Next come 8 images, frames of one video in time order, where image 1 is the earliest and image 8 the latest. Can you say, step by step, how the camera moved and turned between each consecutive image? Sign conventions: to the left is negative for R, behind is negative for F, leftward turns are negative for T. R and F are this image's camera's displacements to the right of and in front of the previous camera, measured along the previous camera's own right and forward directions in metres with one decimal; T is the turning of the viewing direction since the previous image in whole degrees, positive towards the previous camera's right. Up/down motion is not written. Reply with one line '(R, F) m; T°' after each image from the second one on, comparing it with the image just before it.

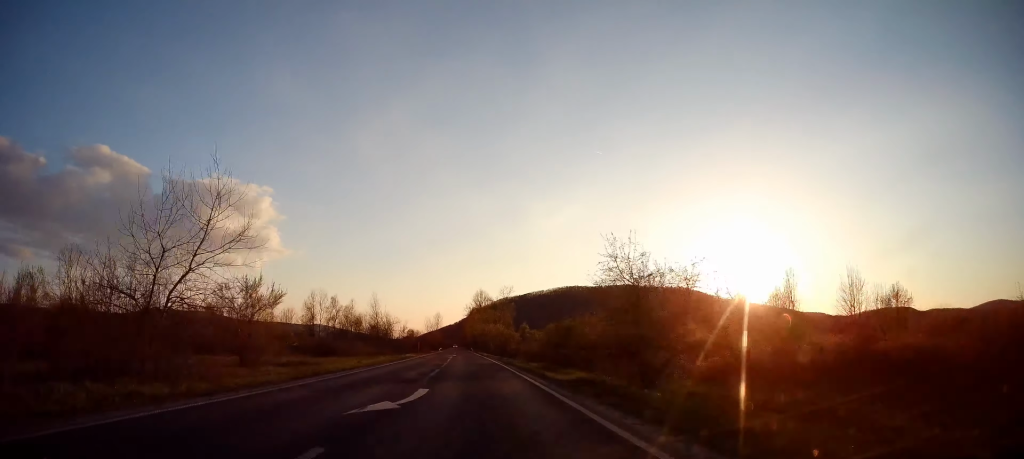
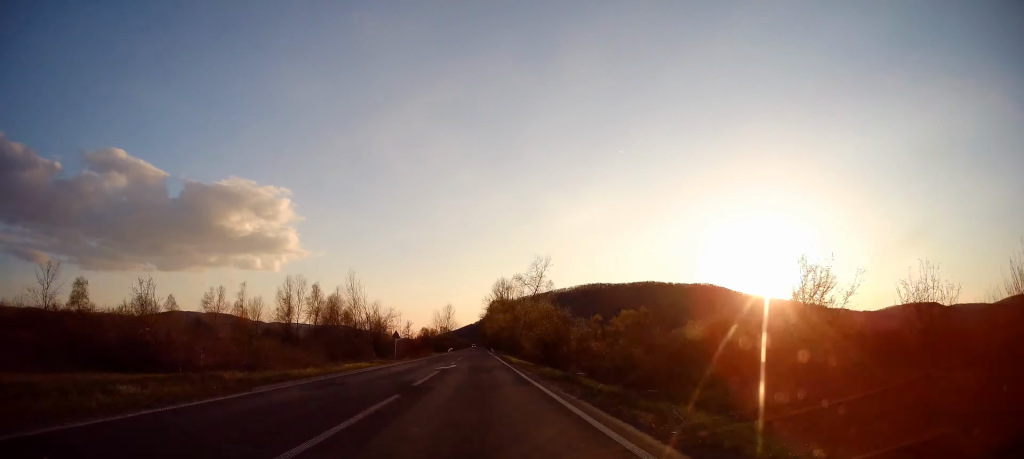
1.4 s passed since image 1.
(-0.7, +37.8) m; -3°
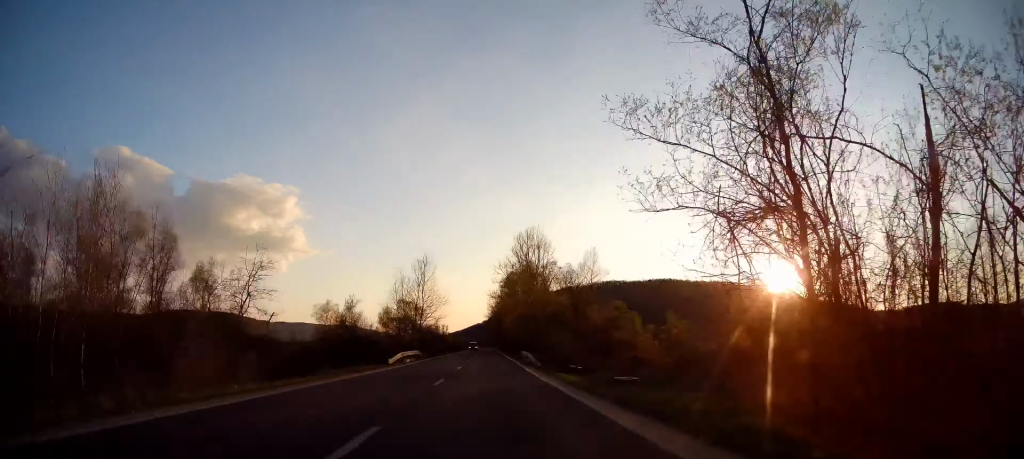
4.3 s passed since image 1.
(-1.2, +79.3) m; -1°
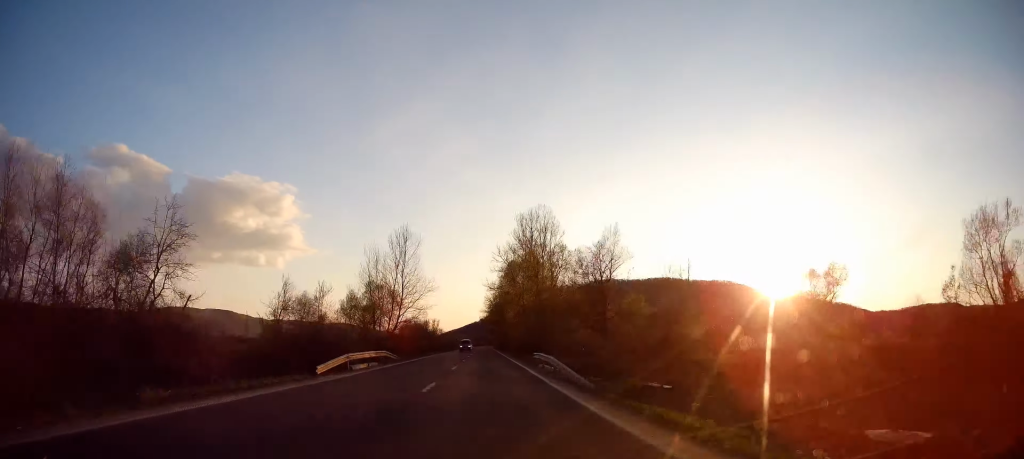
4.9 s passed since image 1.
(-0.1, +14.5) m; -1°
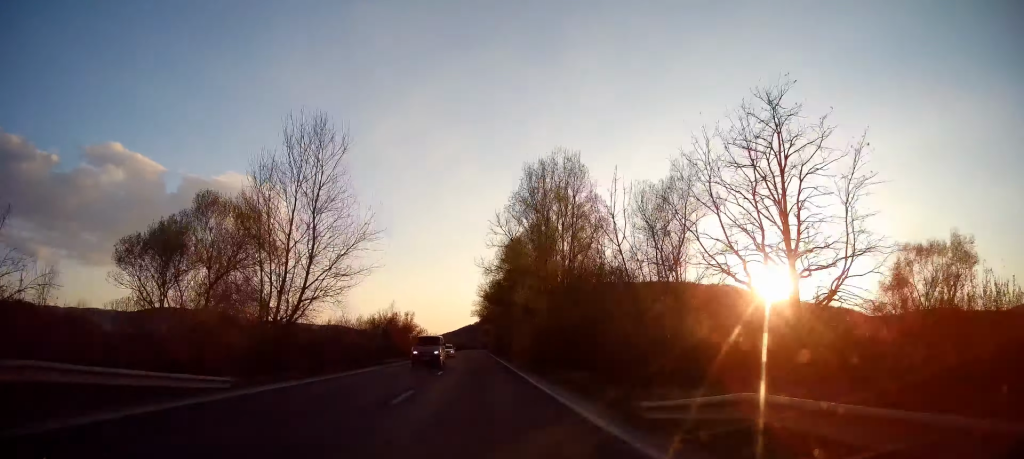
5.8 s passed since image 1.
(-0.2, +26.4) m; +1°
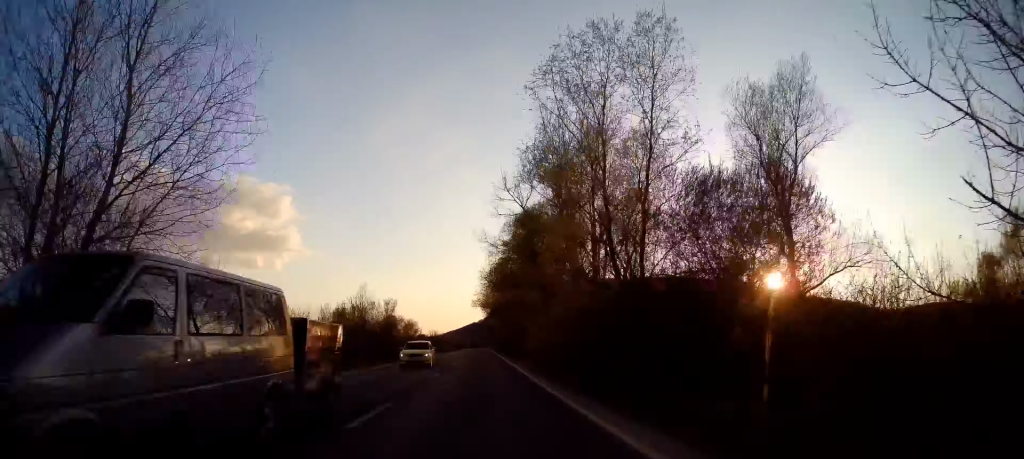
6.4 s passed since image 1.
(+0.1, +15.5) m; 0°
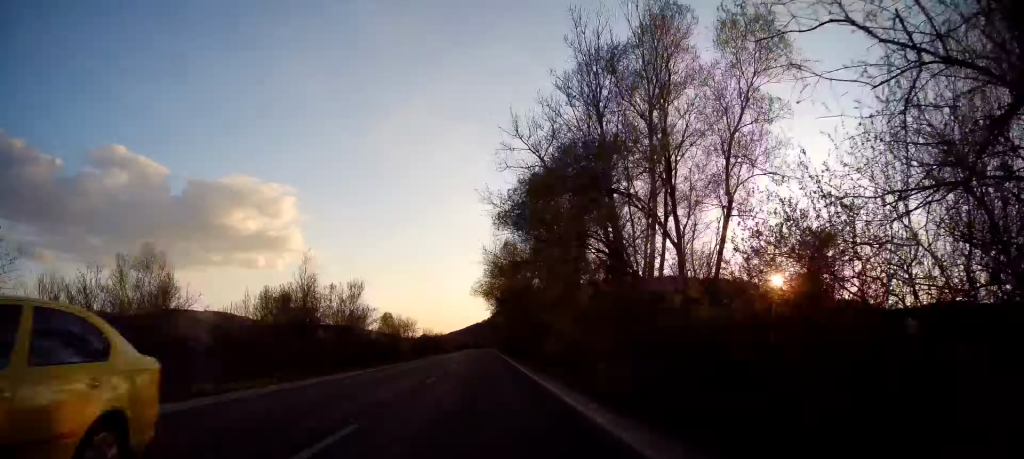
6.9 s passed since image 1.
(+0.3, +14.6) m; 0°
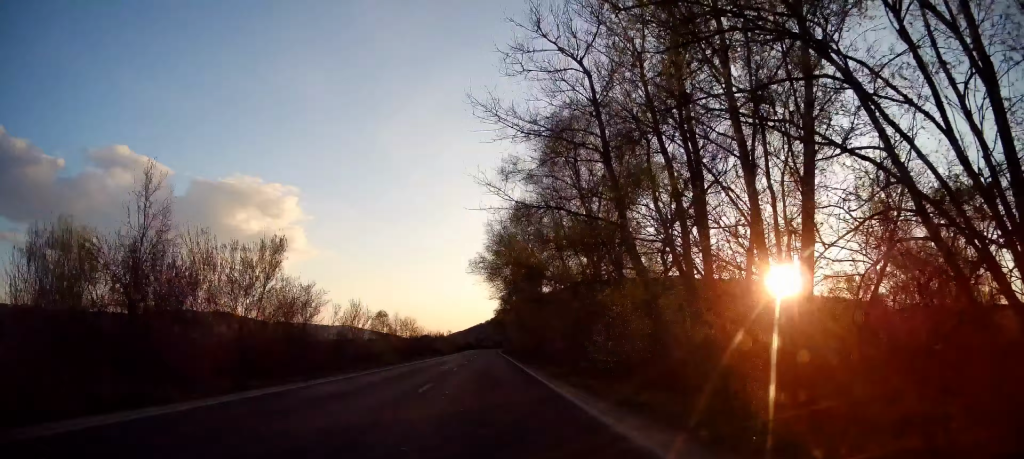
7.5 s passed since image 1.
(-0.1, +14.6) m; -1°
